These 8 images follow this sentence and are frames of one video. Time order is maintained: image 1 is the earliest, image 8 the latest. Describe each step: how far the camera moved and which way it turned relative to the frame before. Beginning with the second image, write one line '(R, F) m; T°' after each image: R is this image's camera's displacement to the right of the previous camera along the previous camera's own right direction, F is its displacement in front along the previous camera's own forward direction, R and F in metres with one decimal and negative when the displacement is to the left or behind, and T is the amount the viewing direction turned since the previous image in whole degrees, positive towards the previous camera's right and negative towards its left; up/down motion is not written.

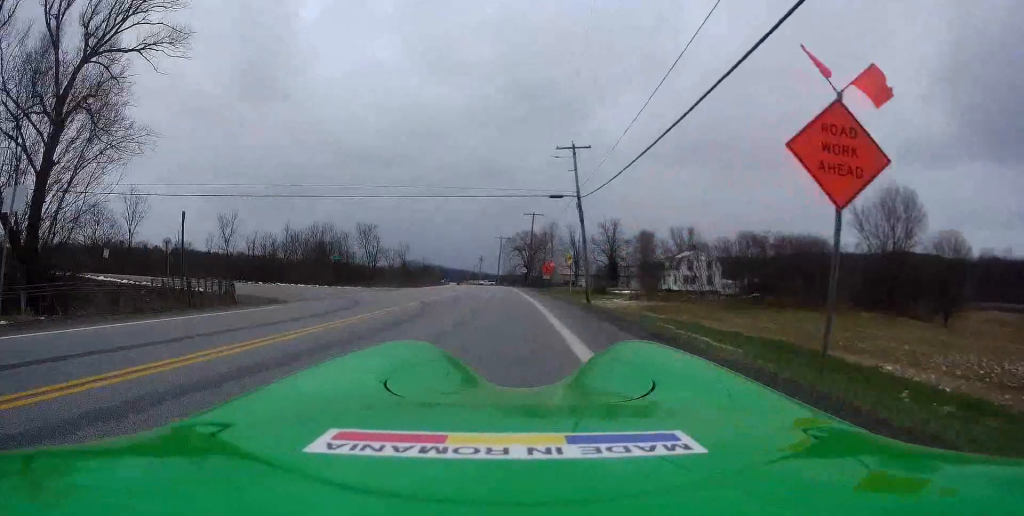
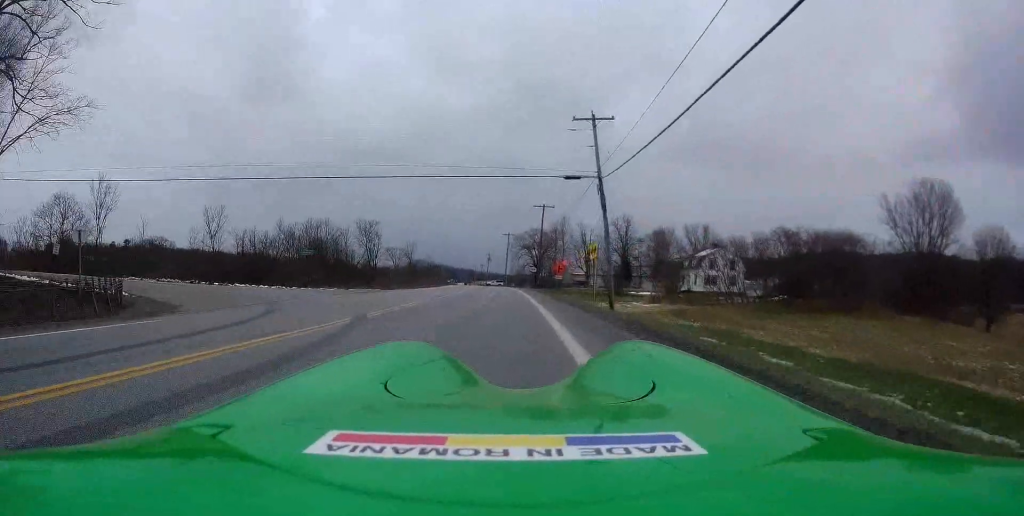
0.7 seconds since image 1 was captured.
(-0.4, +7.2) m; +1°
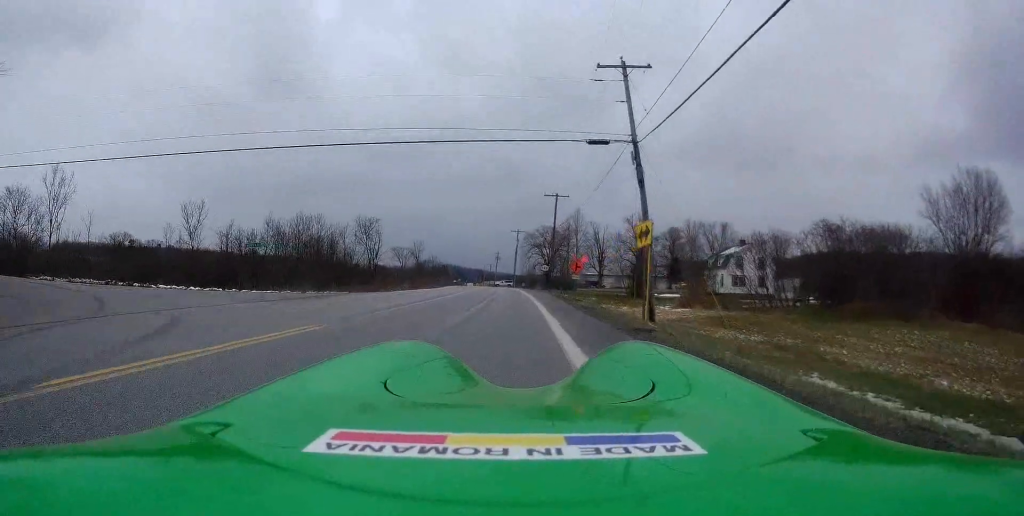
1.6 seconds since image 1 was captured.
(+0.3, +8.9) m; -1°
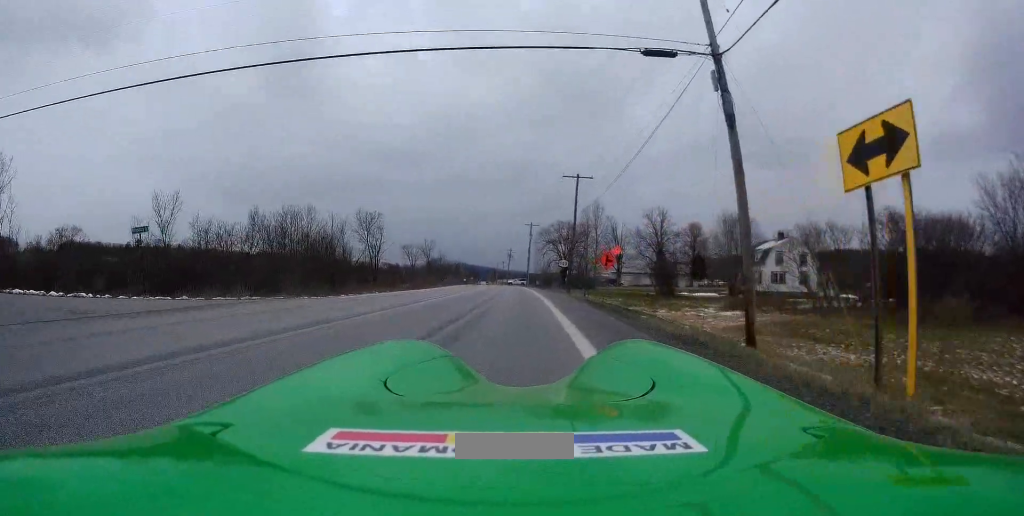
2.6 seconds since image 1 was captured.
(-0.4, +10.0) m; -3°
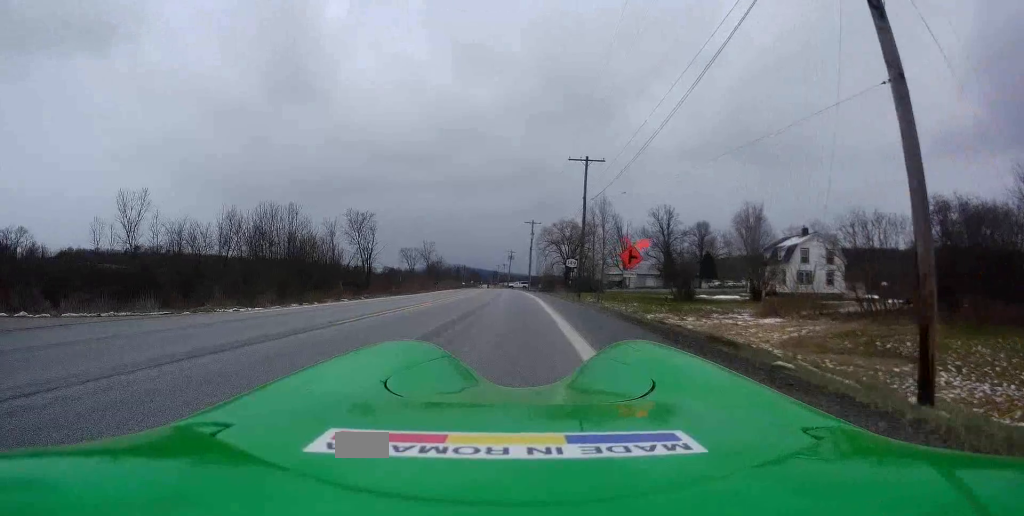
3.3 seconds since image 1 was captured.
(-0.2, +7.5) m; 0°
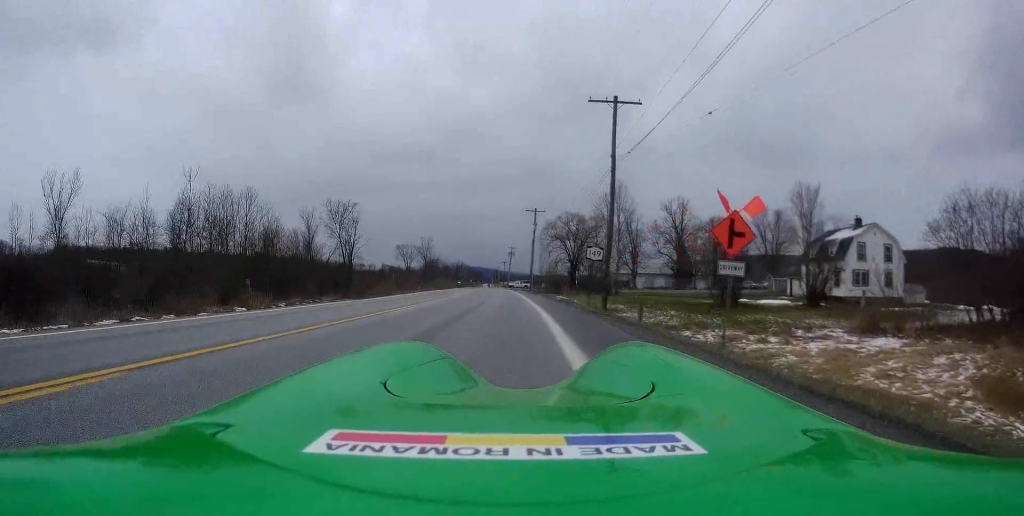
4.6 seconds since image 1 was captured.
(+0.6, +12.8) m; +1°
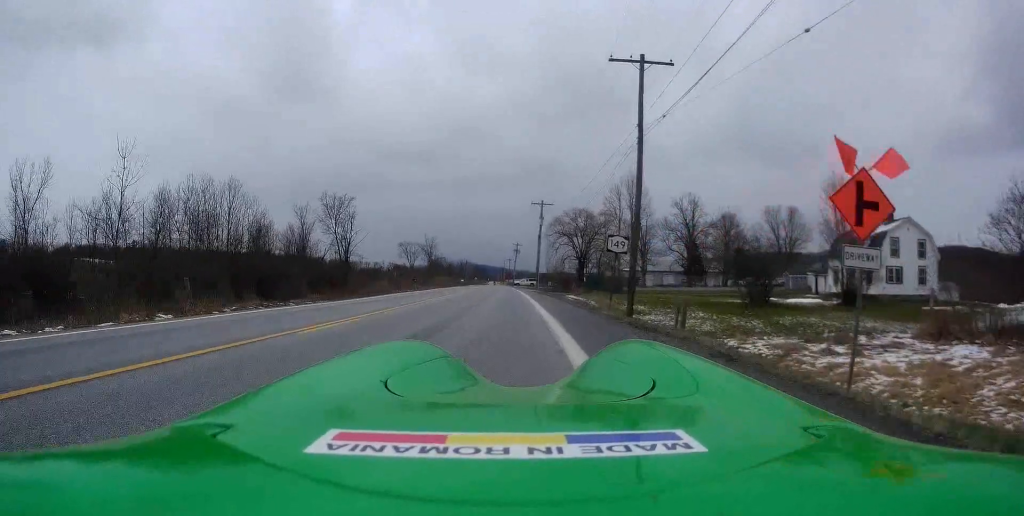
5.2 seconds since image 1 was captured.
(0.0, +5.4) m; -2°
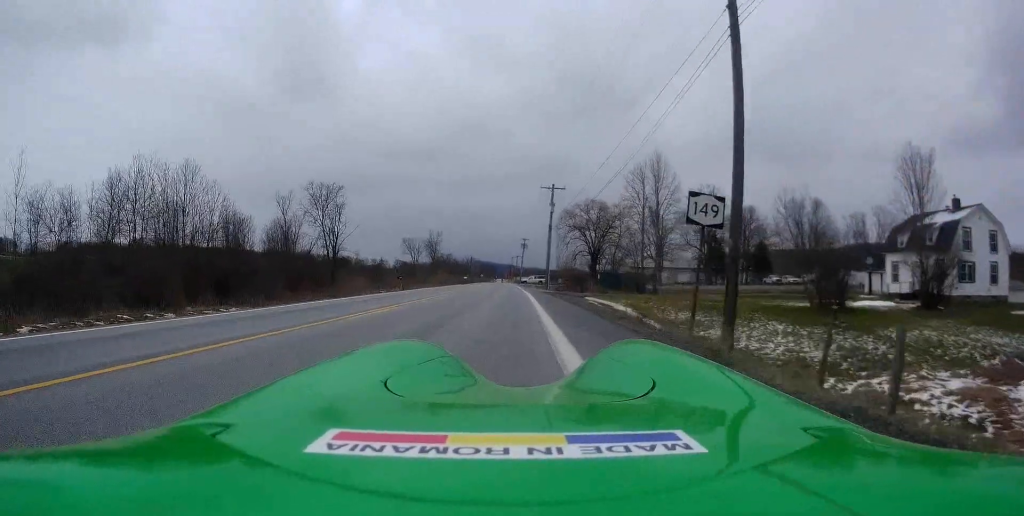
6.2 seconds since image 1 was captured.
(-0.6, +9.9) m; -3°
